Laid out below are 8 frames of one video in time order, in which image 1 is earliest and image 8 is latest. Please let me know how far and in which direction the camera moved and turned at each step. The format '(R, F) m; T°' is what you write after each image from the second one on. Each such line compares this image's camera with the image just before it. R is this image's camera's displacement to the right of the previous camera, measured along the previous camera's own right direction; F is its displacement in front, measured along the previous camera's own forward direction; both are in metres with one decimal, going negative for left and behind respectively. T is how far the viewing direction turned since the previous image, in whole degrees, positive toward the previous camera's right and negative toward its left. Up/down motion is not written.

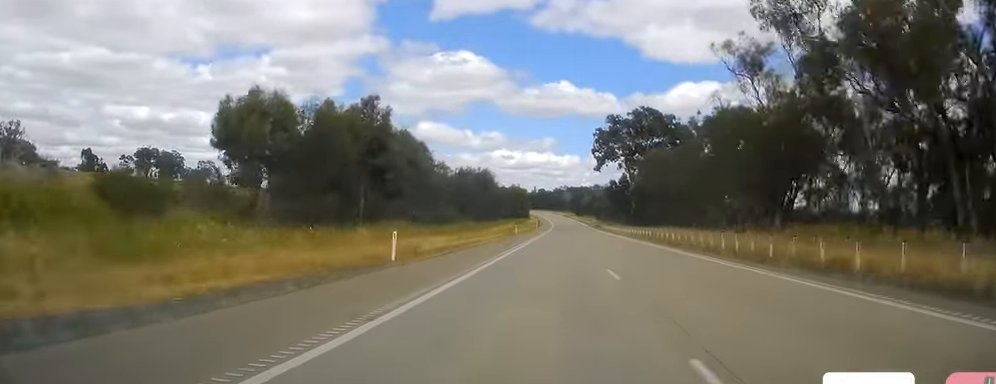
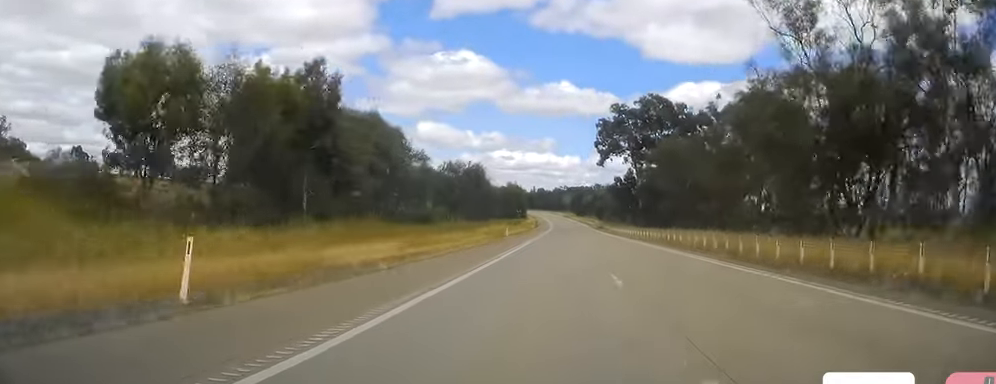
(-0.3, +13.4) m; 0°
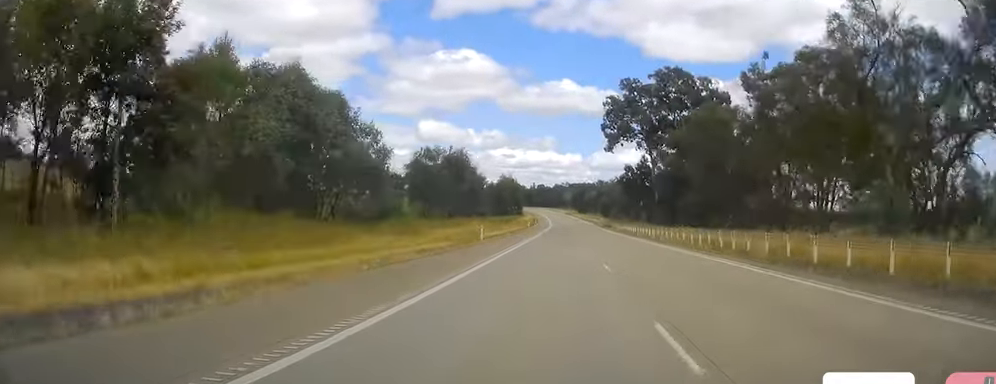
(-0.1, +21.1) m; 0°
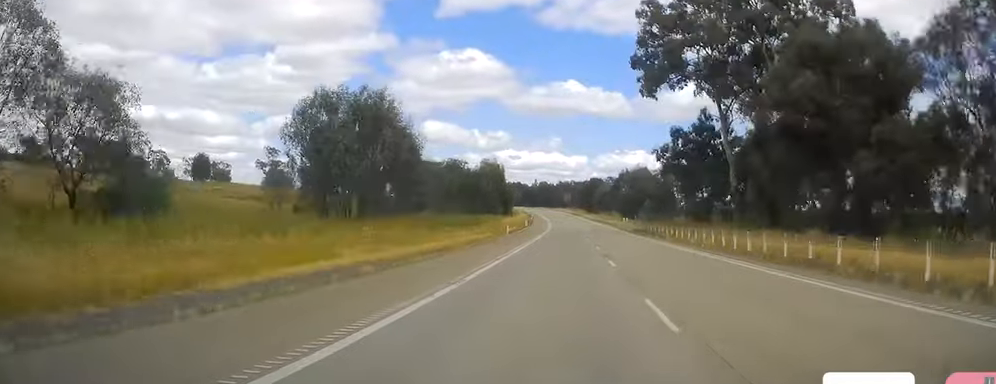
(-0.2, +46.3) m; 0°
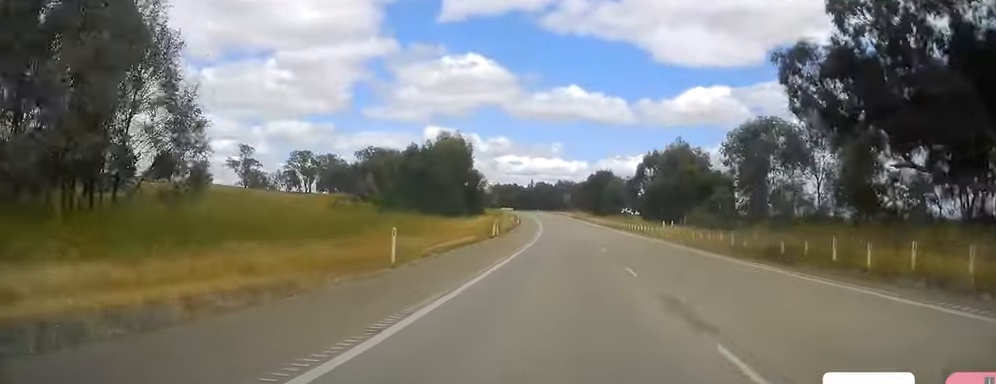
(+0.4, +41.6) m; 0°
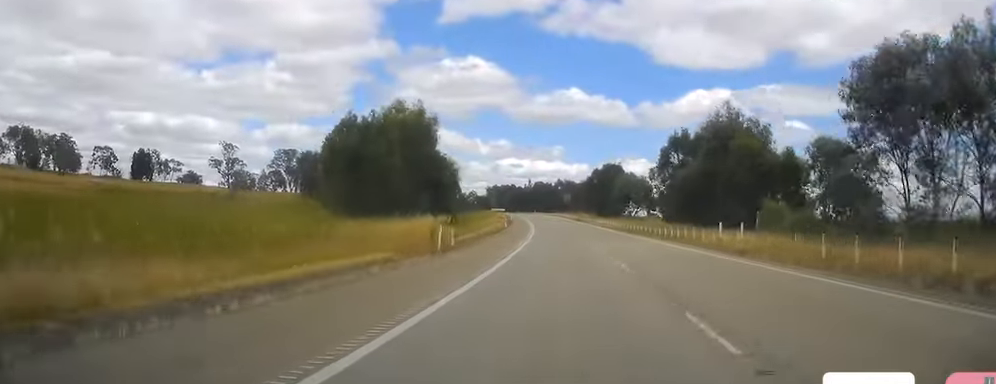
(-0.2, +22.2) m; 0°
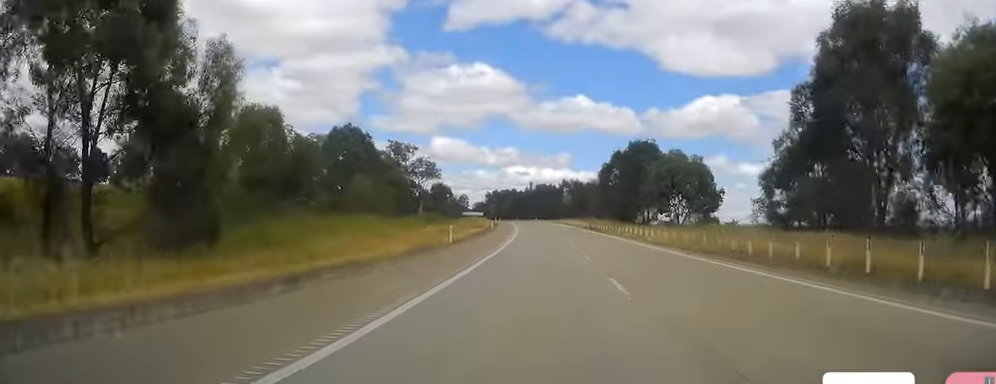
(+0.1, +42.2) m; -1°
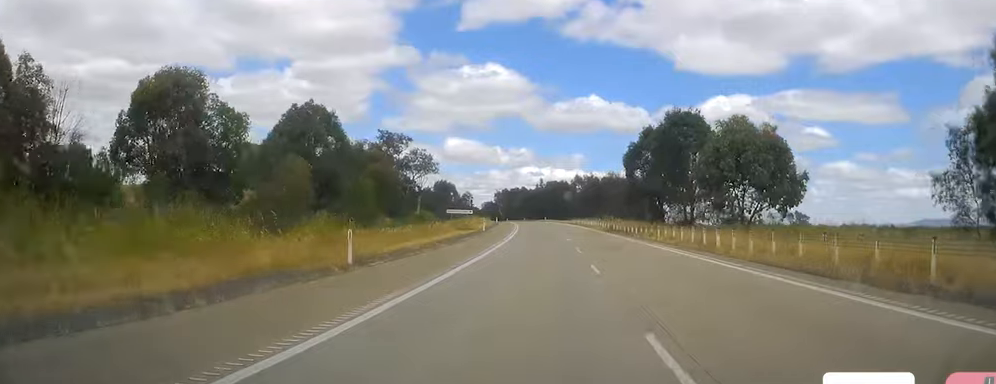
(-0.2, +21.0) m; -1°
